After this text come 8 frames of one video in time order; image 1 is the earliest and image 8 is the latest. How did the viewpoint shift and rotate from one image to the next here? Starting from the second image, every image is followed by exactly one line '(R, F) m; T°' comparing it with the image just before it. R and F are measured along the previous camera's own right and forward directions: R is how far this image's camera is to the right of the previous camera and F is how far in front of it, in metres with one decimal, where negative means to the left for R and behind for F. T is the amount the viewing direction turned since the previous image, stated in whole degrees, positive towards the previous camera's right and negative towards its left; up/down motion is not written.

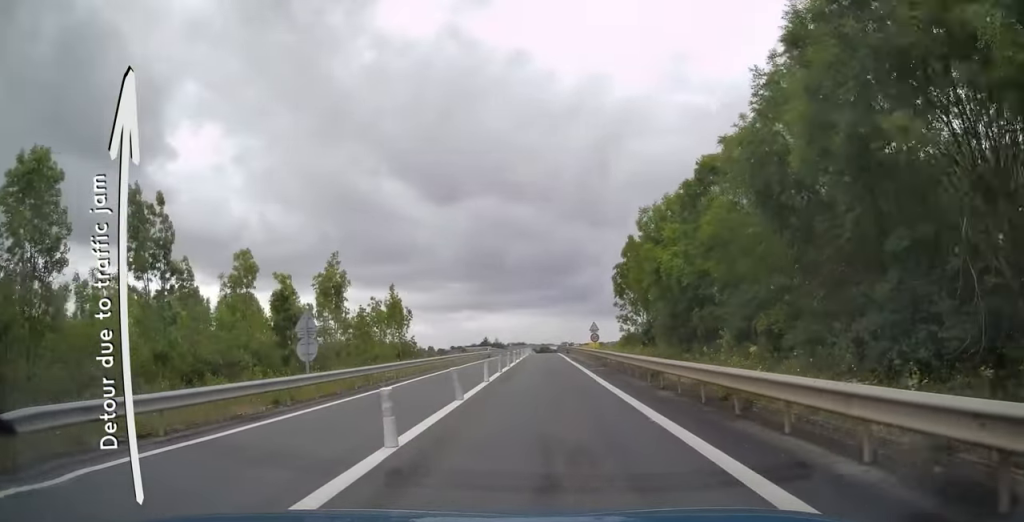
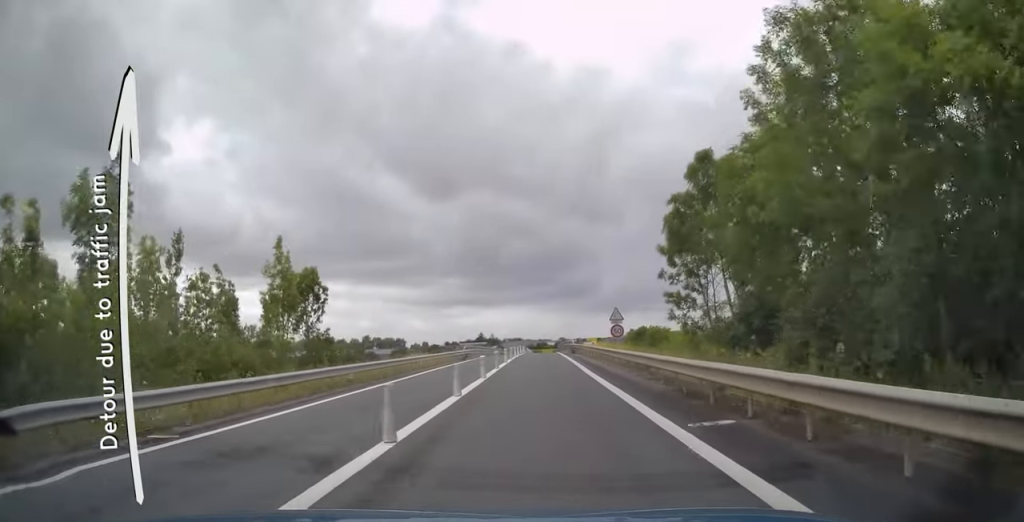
(0.0, +19.6) m; 0°
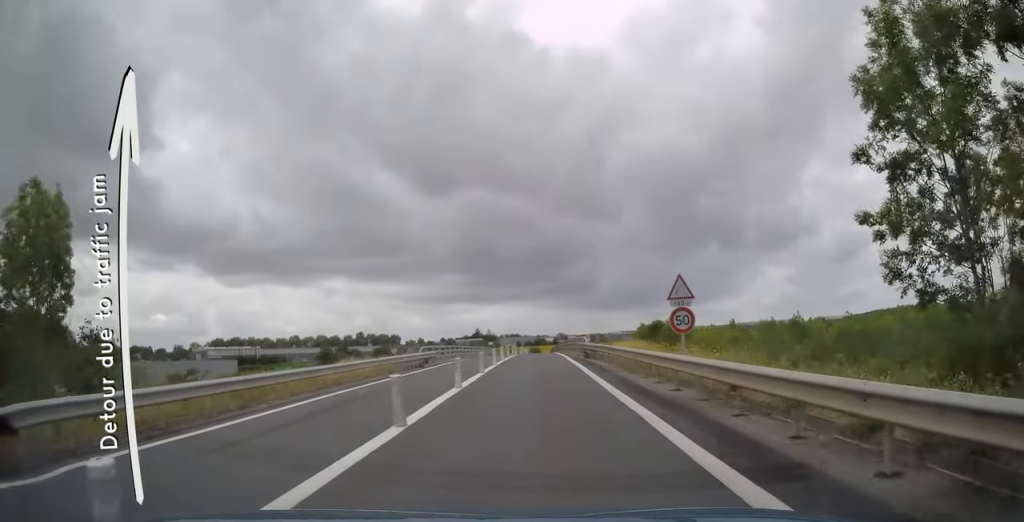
(+0.1, +18.9) m; 0°
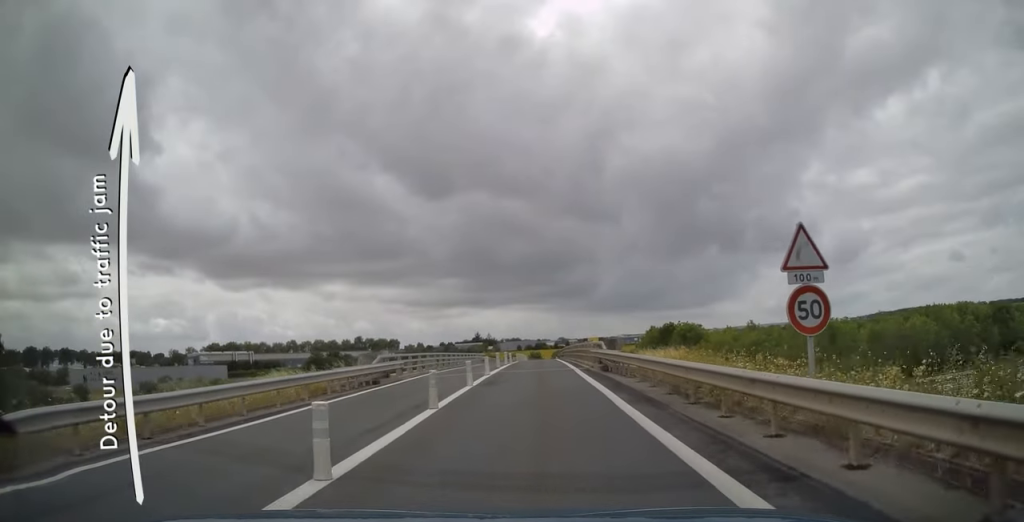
(-0.1, +10.3) m; 0°
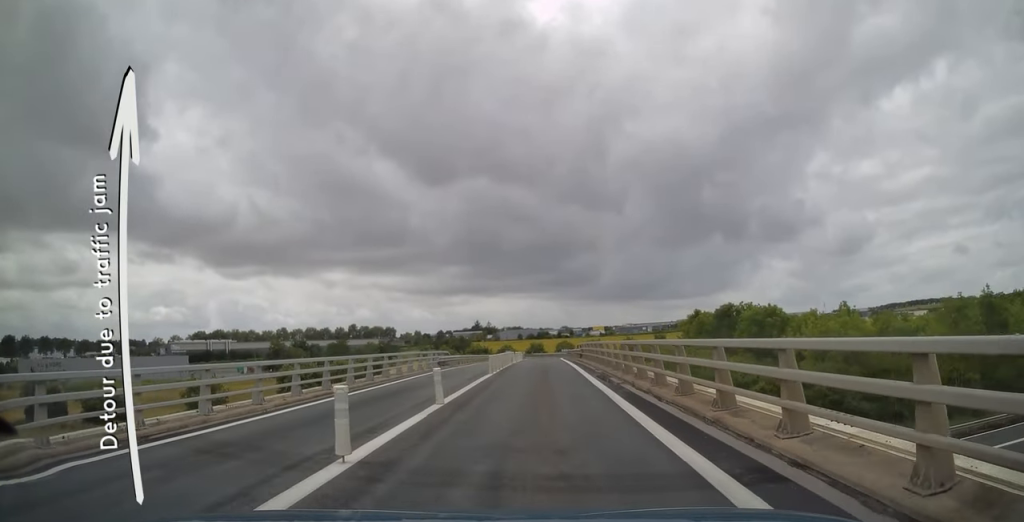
(+0.1, +32.9) m; +1°
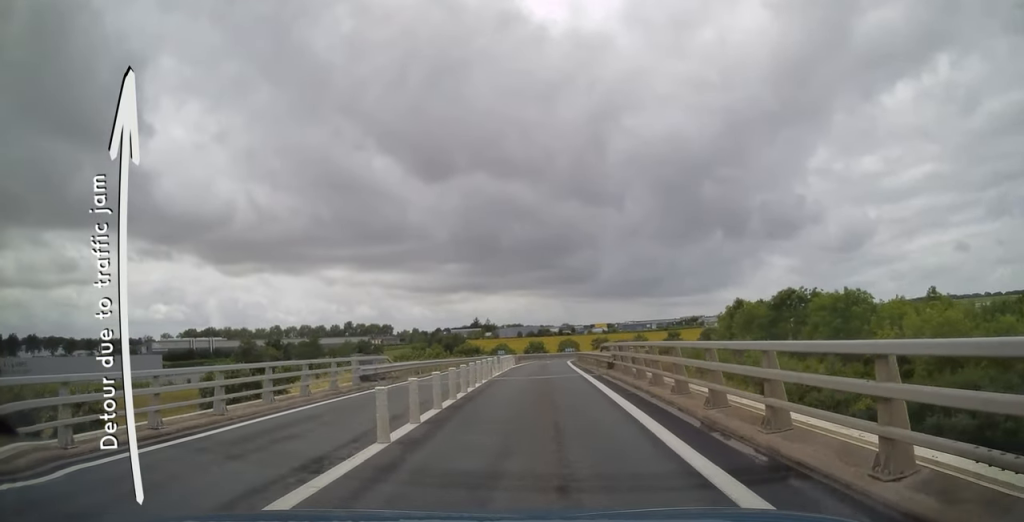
(+0.1, +18.2) m; 0°
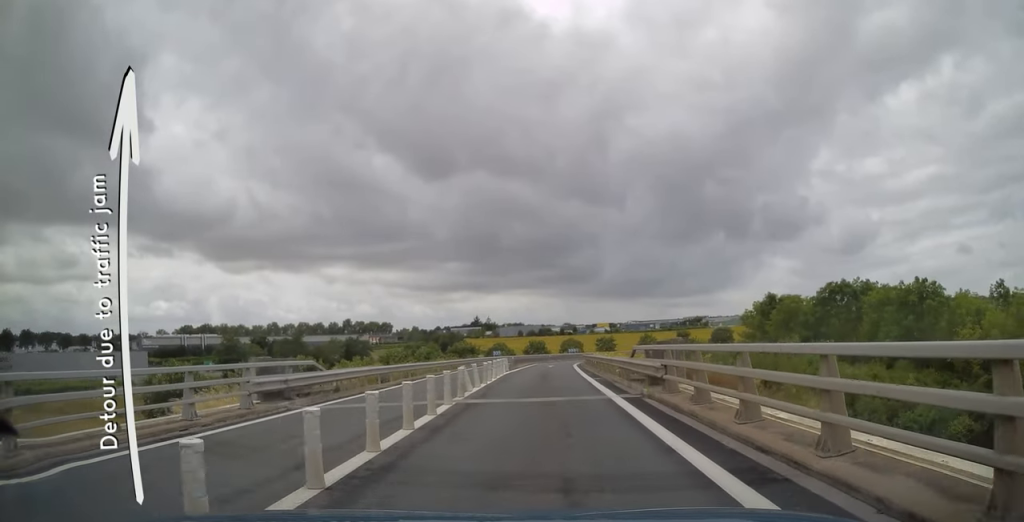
(0.0, +9.3) m; 0°
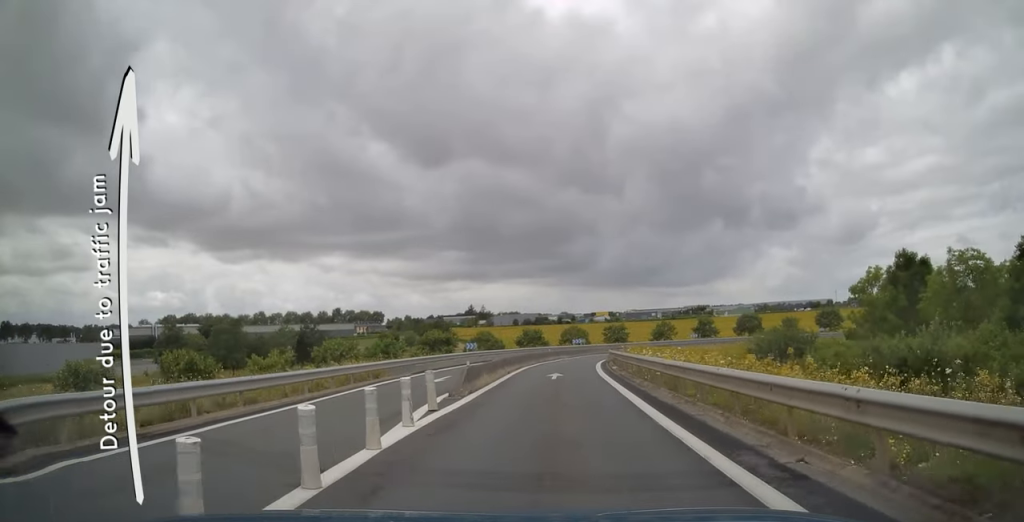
(-0.3, +22.9) m; -1°
